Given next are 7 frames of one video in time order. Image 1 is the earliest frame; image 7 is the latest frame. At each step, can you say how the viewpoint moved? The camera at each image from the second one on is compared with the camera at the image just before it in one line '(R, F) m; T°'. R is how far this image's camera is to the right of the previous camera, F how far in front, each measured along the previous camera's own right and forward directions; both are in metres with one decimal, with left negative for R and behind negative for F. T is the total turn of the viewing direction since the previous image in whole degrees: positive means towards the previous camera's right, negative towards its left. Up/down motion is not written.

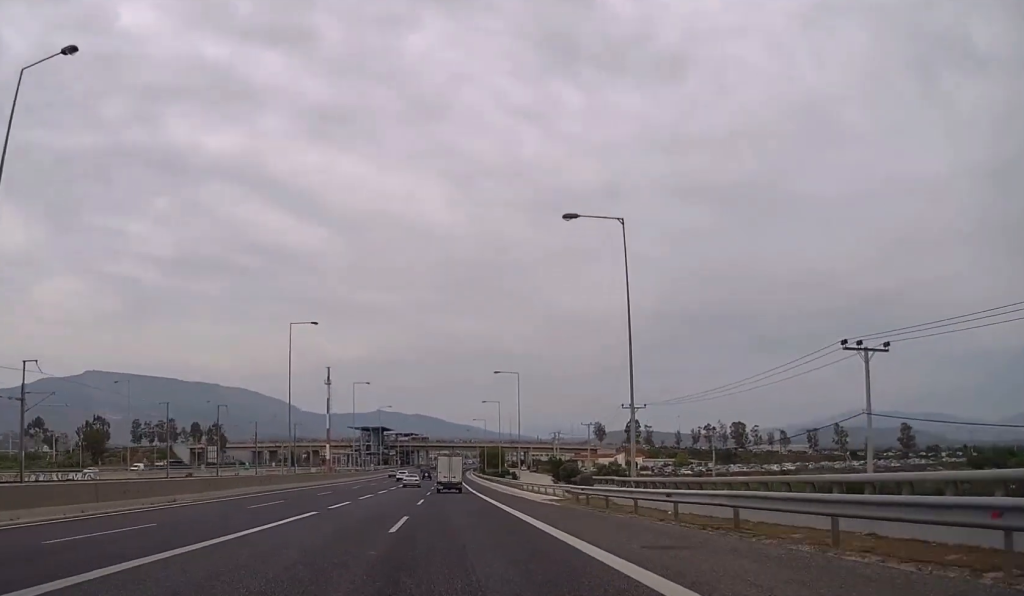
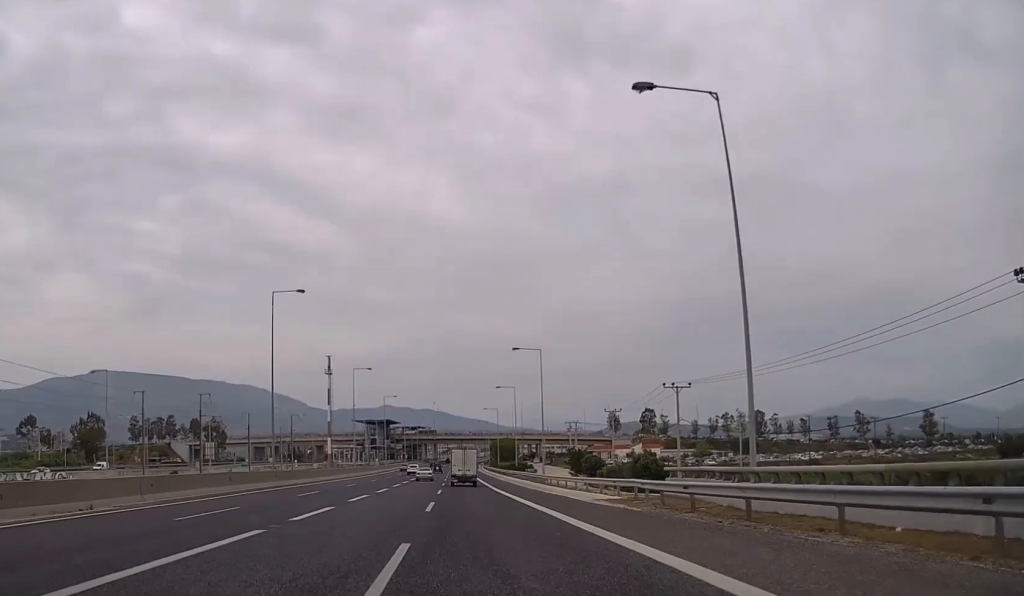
(0.0, +11.3) m; 0°
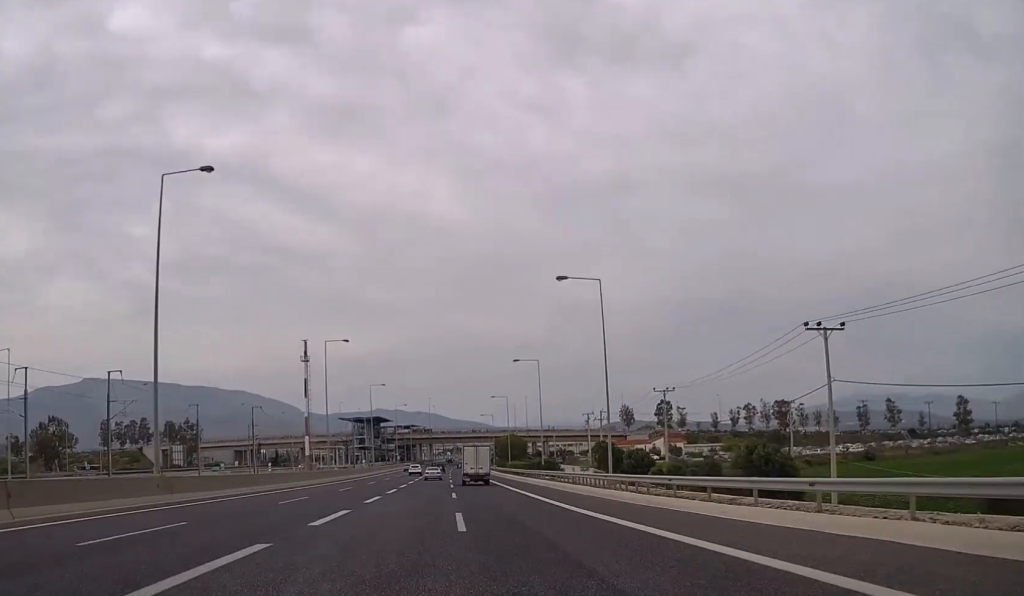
(-0.2, +25.8) m; 0°
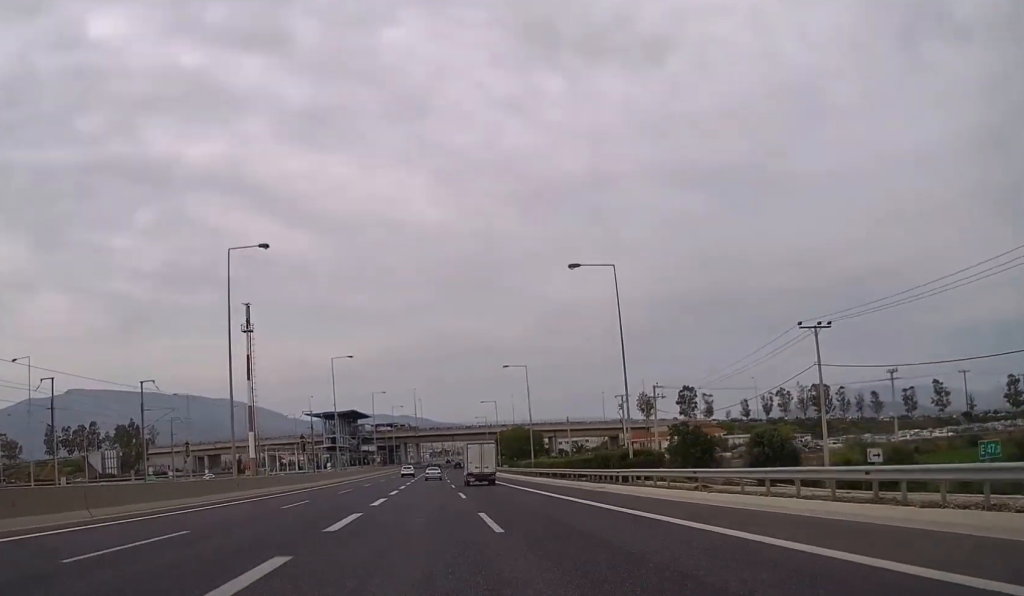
(+0.2, +37.6) m; +1°
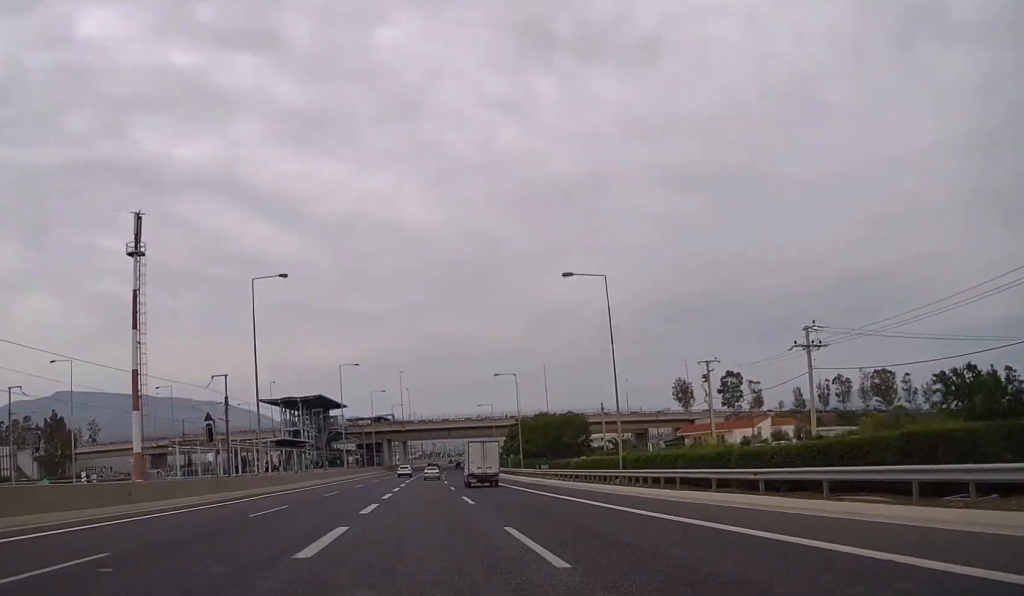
(+0.2, +41.7) m; +1°
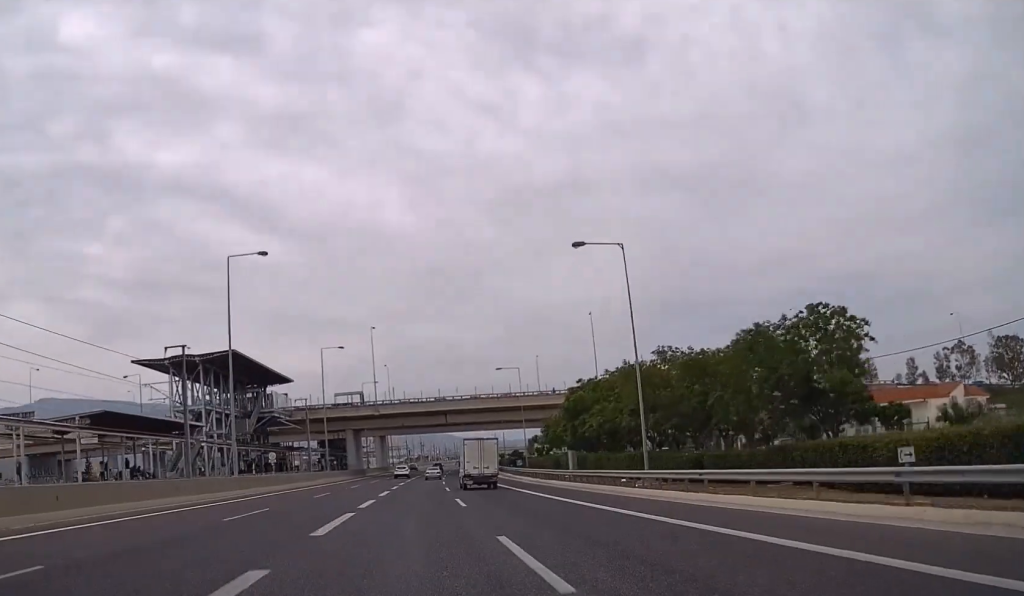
(+0.4, +56.3) m; +1°
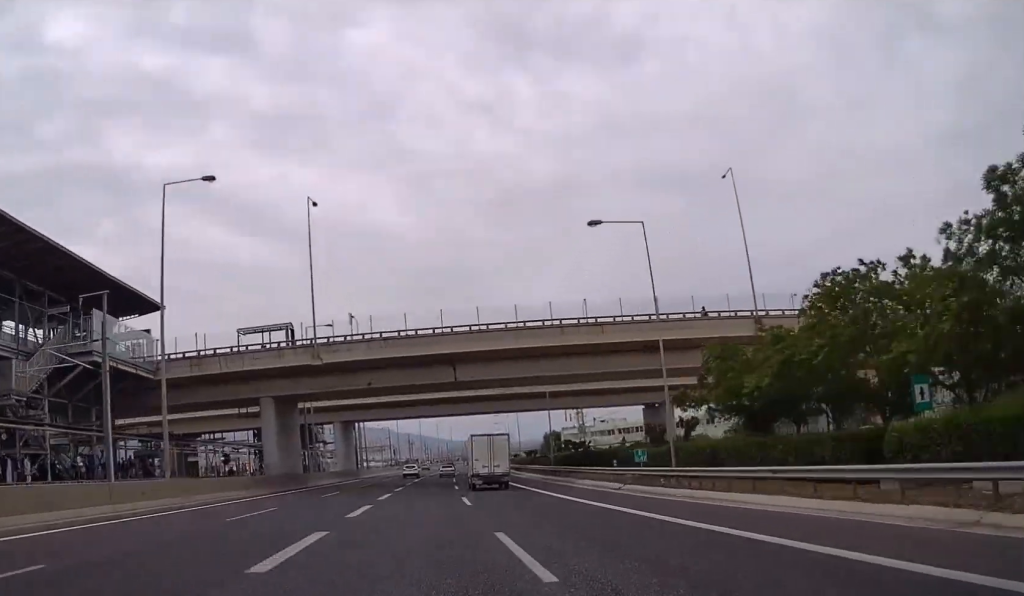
(+0.9, +54.0) m; +1°
